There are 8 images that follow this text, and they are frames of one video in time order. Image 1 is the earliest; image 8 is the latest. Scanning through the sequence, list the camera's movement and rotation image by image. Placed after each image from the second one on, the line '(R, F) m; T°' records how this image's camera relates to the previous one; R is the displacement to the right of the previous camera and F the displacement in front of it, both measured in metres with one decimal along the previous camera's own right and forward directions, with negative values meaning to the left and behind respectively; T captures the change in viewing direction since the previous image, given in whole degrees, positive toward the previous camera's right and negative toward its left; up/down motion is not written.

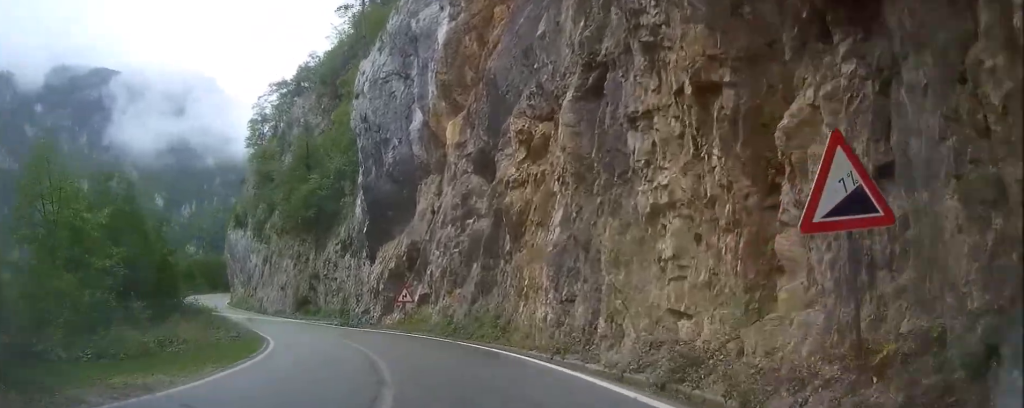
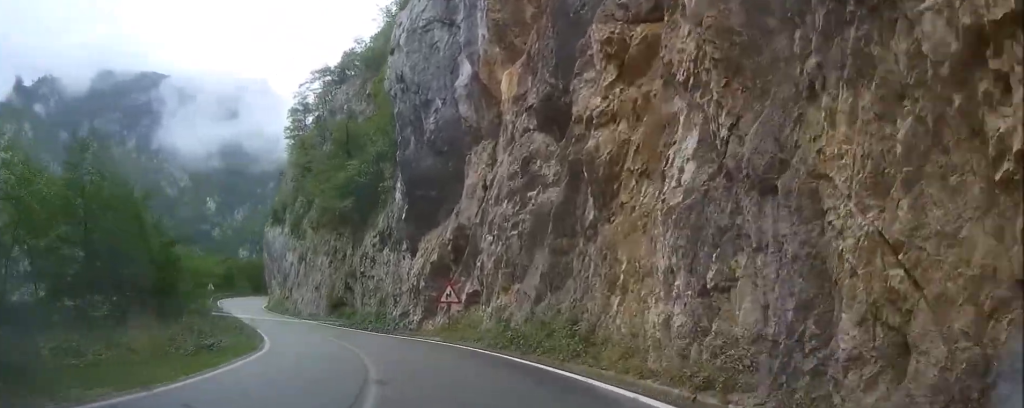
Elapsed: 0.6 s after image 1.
(-0.6, +8.0) m; -4°
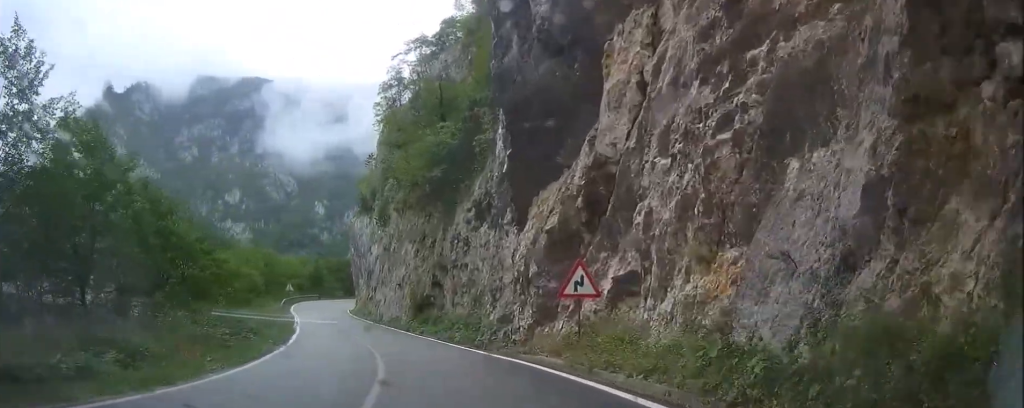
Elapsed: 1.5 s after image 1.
(-0.8, +13.1) m; -9°
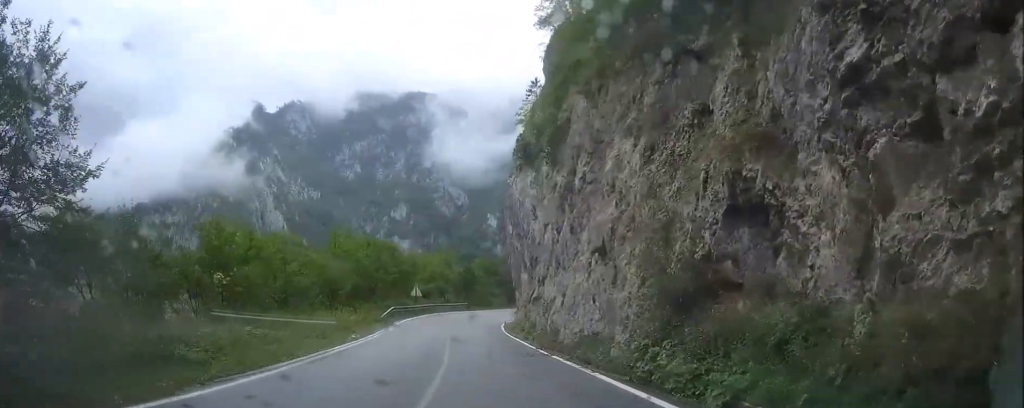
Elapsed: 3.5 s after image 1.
(-4.7, +28.5) m; -14°
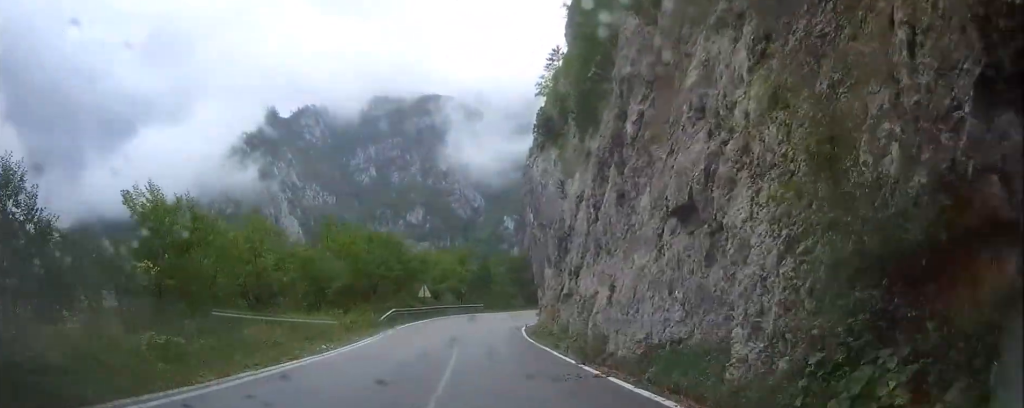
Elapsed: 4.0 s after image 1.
(+0.1, +6.8) m; -1°
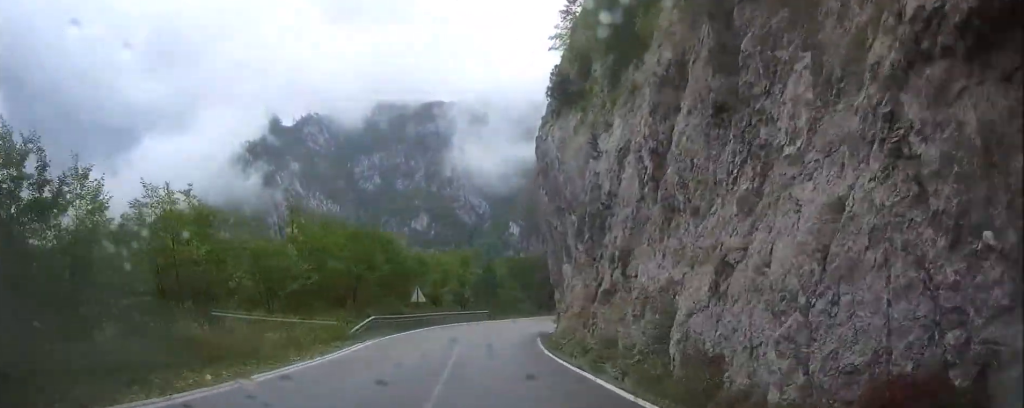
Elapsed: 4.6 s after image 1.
(-0.2, +8.2) m; -1°
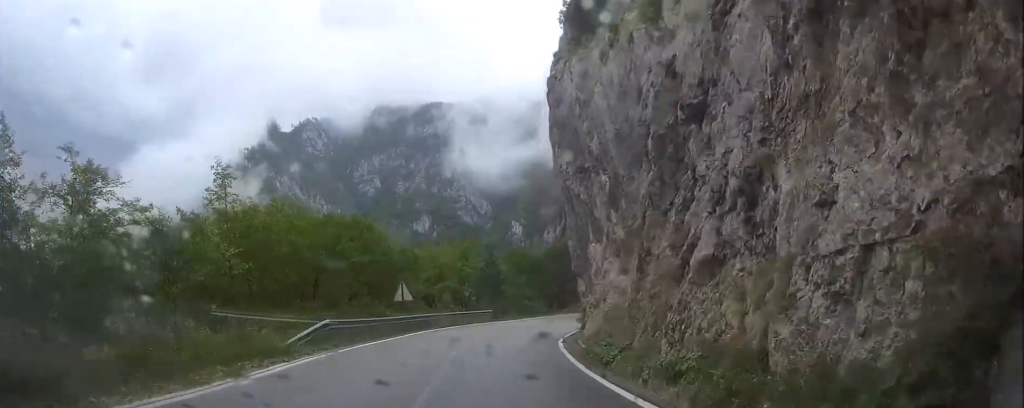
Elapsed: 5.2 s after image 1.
(-0.1, +8.7) m; 0°
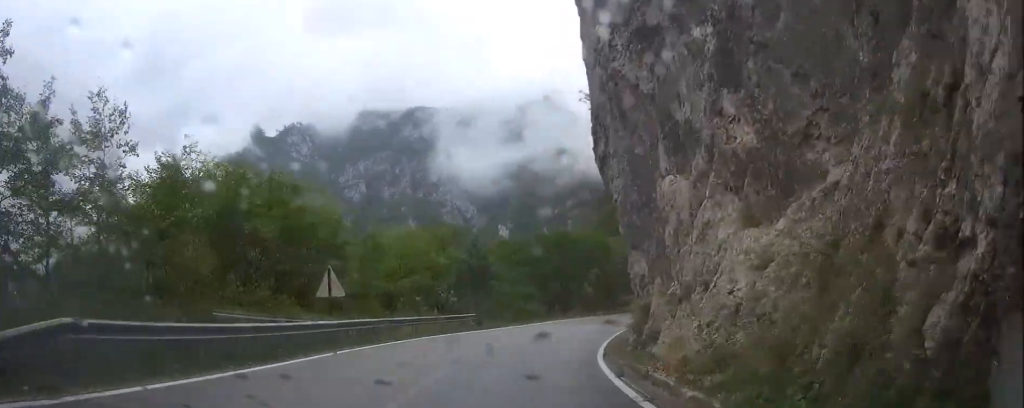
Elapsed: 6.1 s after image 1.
(0.0, +13.0) m; +2°
